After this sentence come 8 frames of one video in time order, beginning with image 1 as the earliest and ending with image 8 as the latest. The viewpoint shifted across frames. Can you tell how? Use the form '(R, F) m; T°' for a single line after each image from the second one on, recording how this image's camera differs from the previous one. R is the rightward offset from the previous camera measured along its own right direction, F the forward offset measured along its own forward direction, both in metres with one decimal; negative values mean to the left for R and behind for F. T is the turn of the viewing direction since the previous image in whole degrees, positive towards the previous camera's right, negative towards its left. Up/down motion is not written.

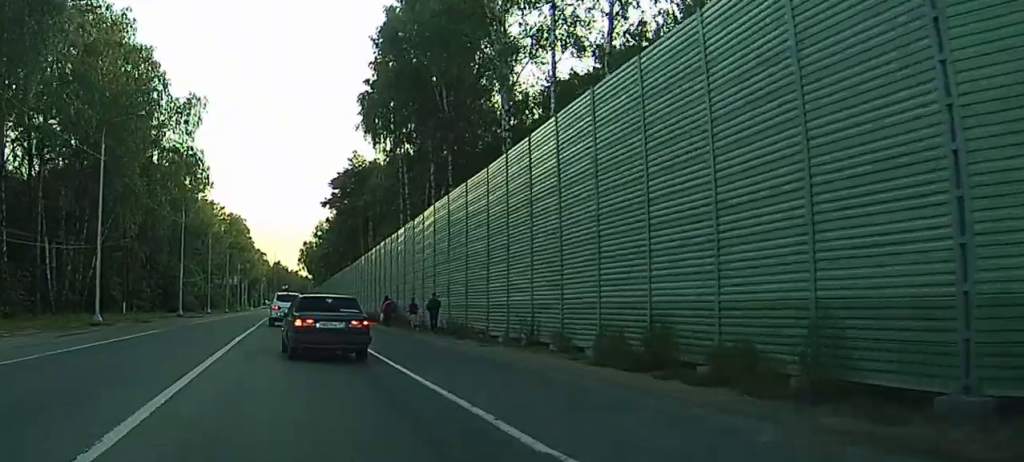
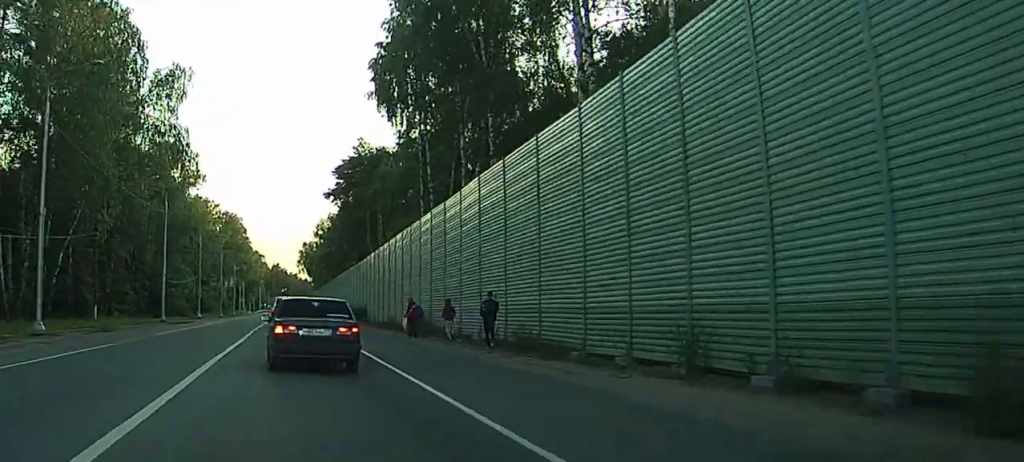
(-0.3, +10.4) m; -1°
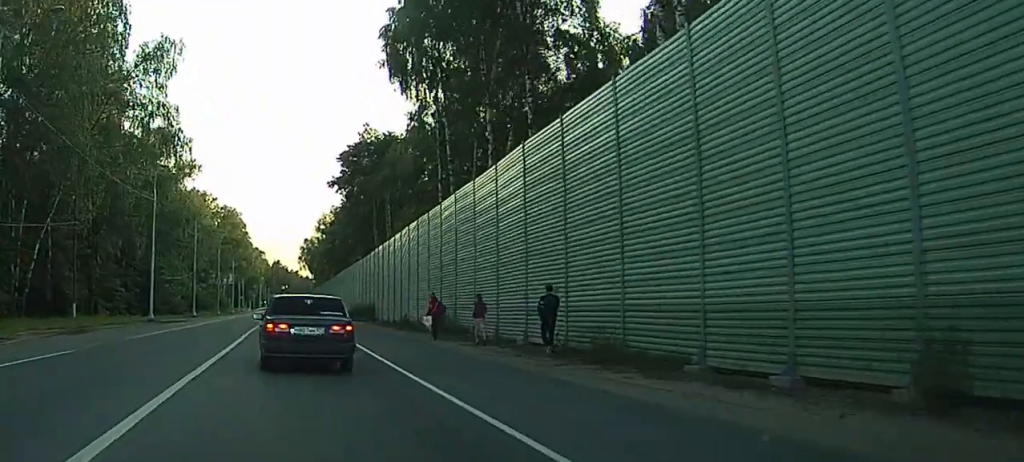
(+0.2, +6.2) m; +1°
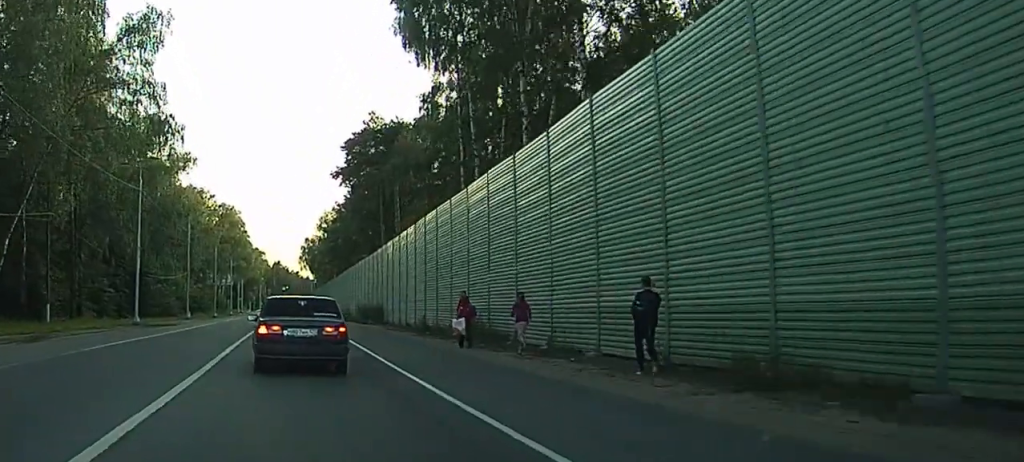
(+0.1, +6.2) m; +1°
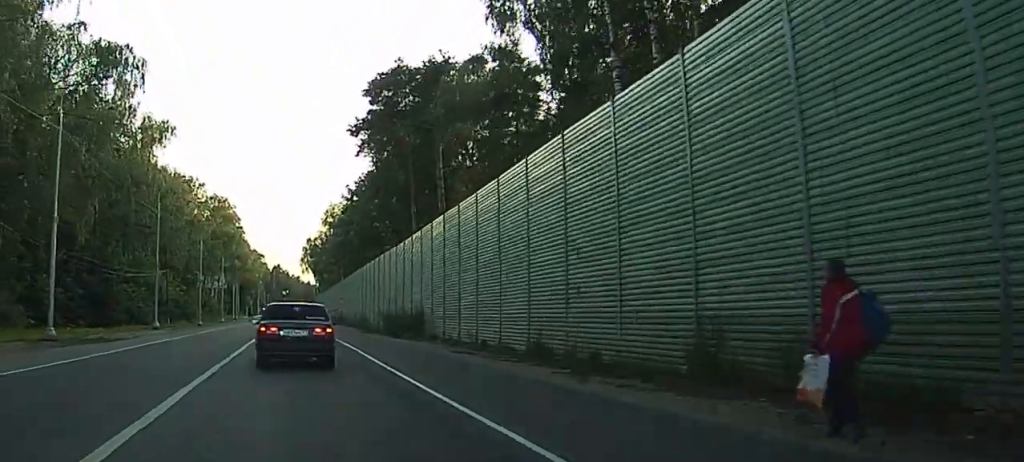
(-0.1, +20.4) m; 0°
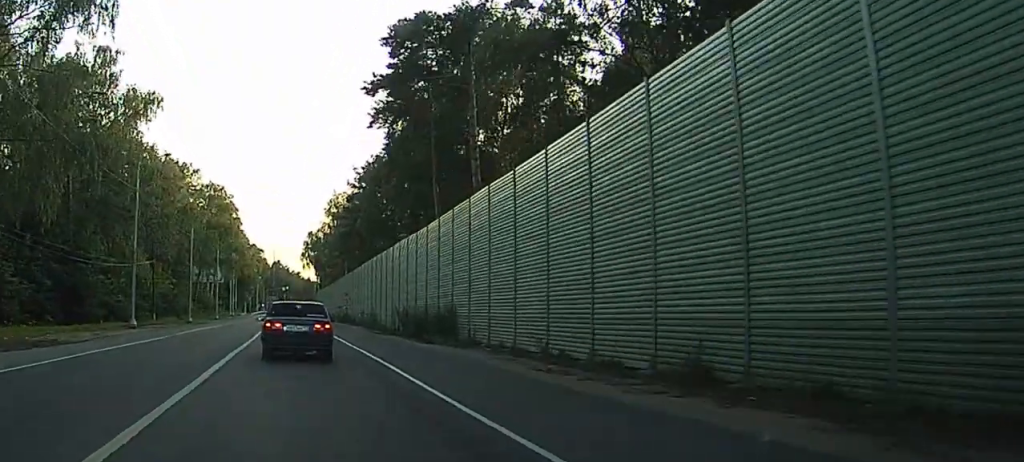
(0.0, +9.5) m; -1°
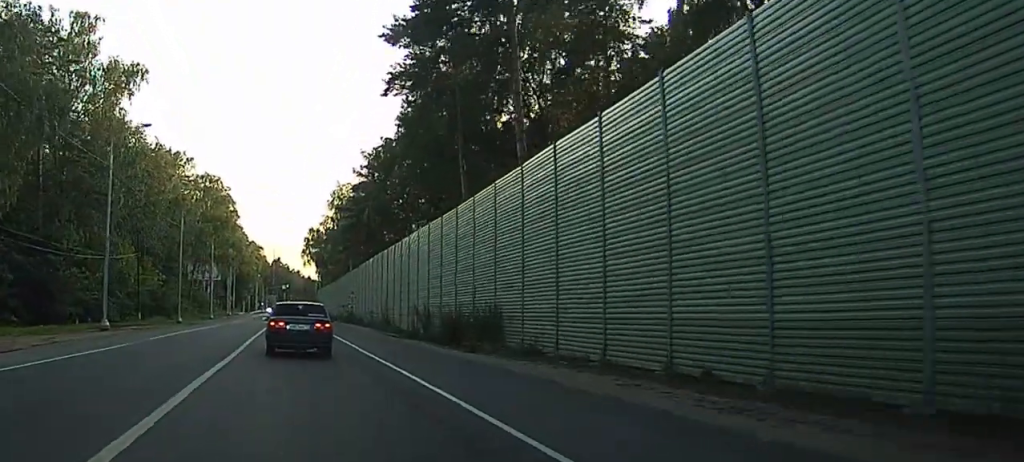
(+0.2, +8.3) m; -1°
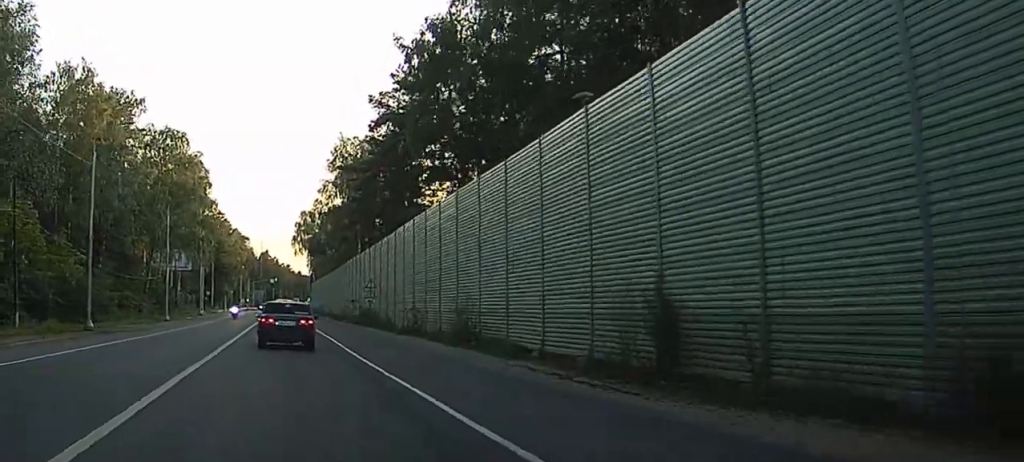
(+2.3, +31.6) m; +6°
